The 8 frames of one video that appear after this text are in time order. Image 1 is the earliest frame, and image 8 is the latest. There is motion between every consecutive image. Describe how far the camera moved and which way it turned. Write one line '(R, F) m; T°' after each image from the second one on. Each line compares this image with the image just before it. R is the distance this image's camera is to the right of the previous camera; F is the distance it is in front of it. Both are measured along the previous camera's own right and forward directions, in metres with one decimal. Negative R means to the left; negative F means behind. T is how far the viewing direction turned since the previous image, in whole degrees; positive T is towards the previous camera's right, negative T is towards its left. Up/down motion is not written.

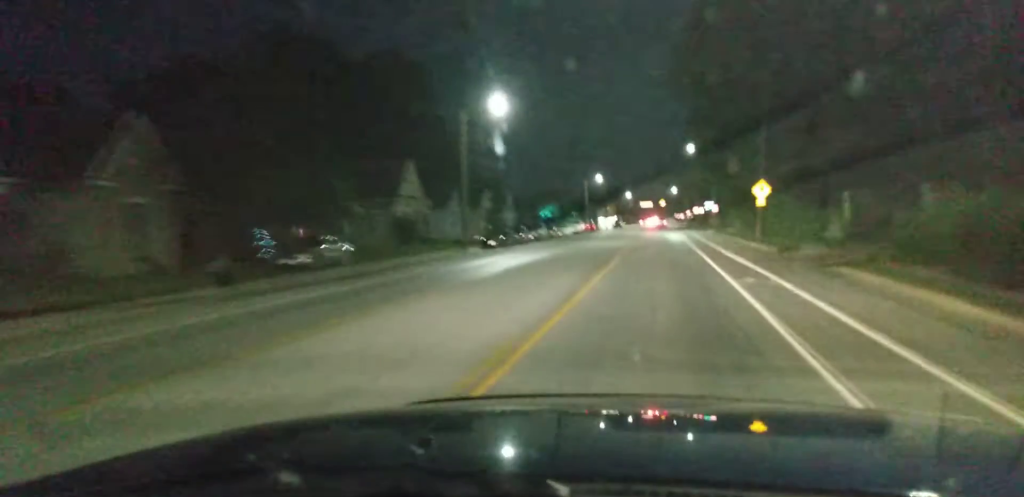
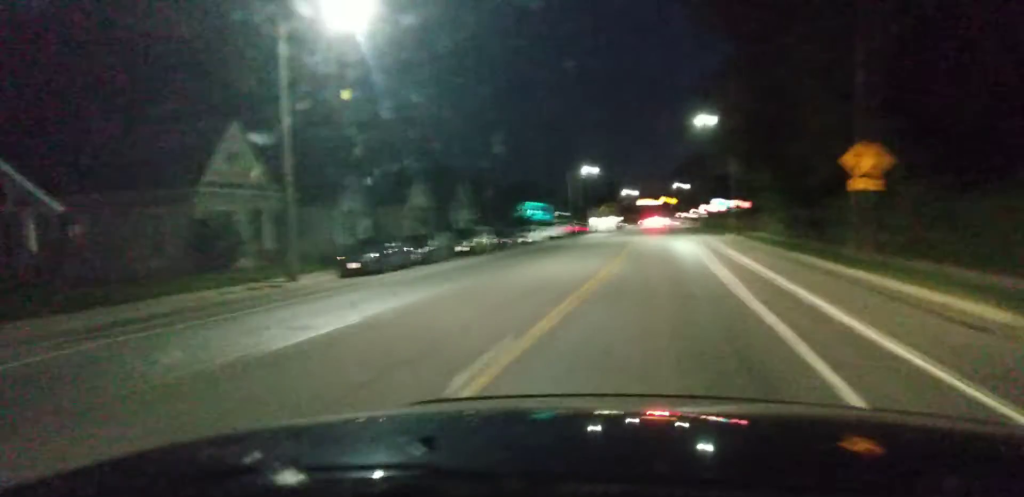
(-0.3, +23.9) m; -1°
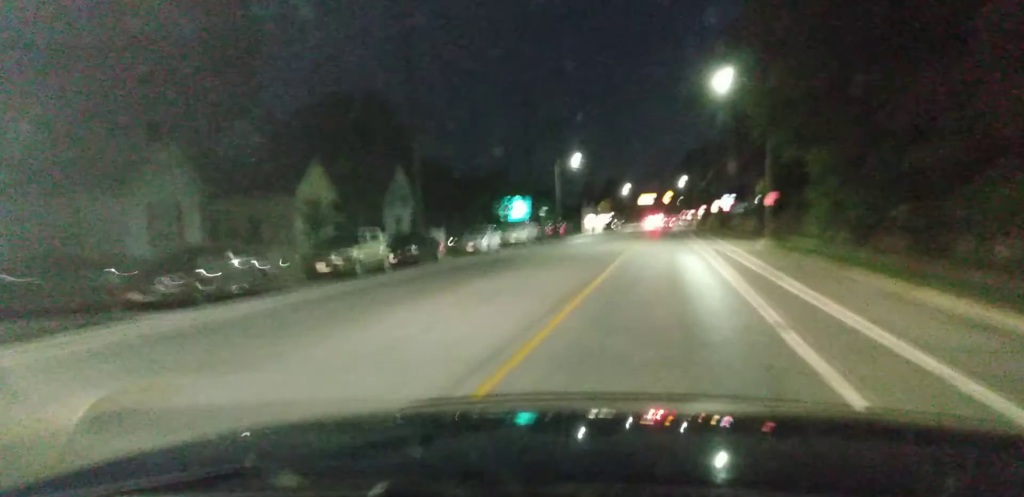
(0.0, +17.9) m; 0°
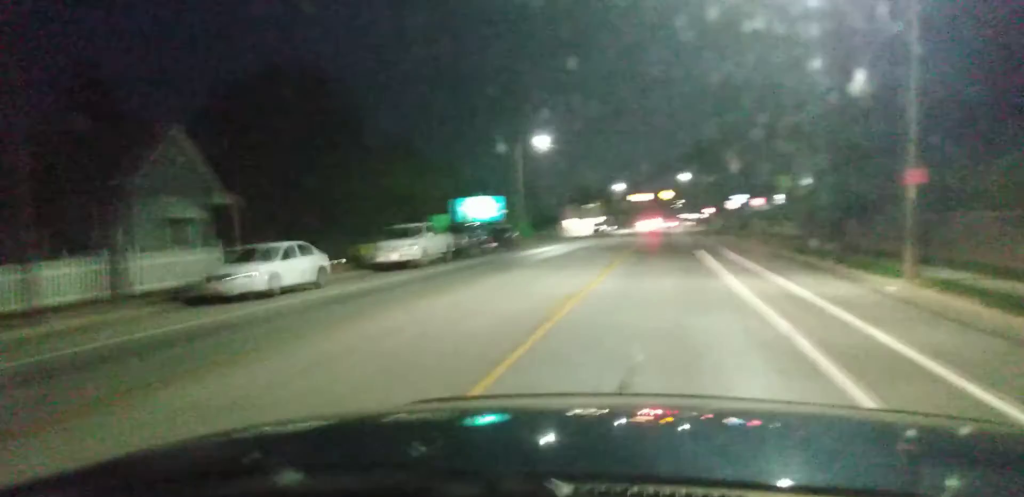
(+0.1, +23.9) m; +1°
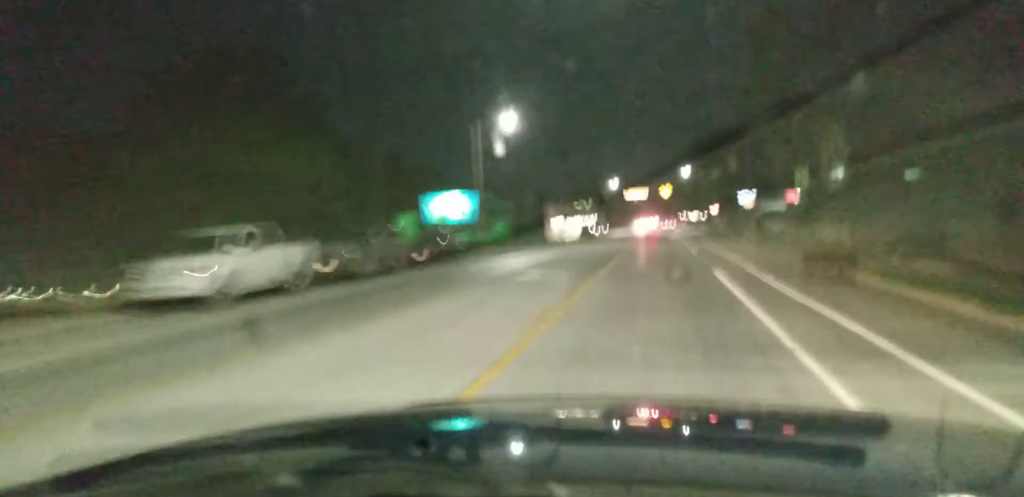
(+0.3, +14.5) m; +1°
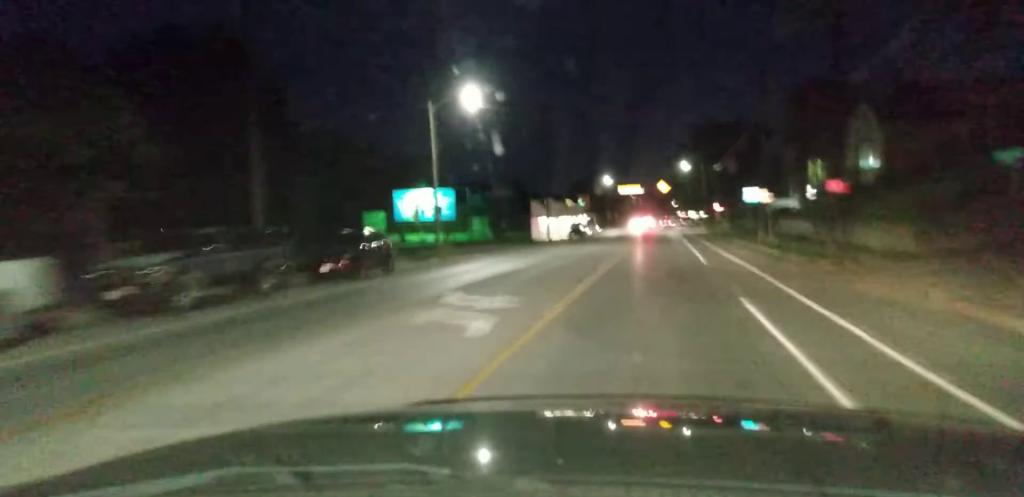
(0.0, +9.3) m; 0°
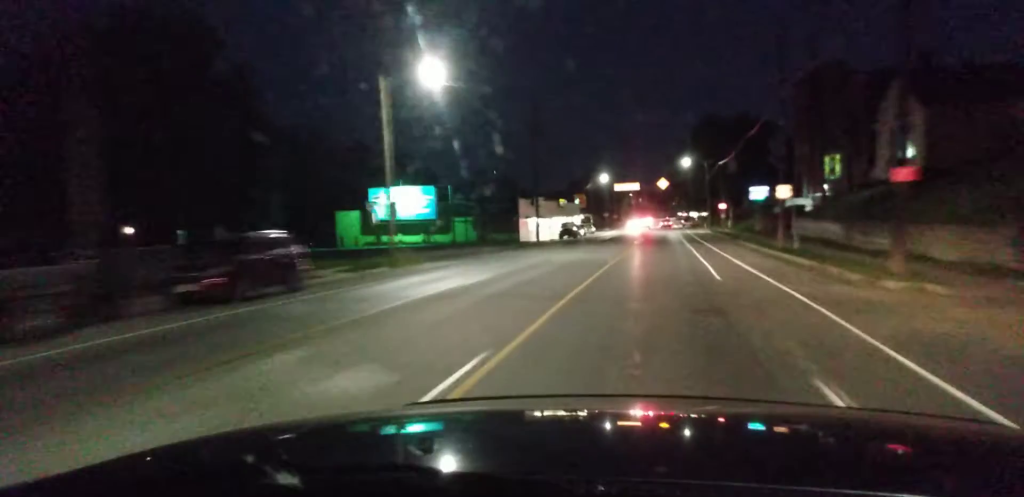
(0.0, +7.6) m; 0°
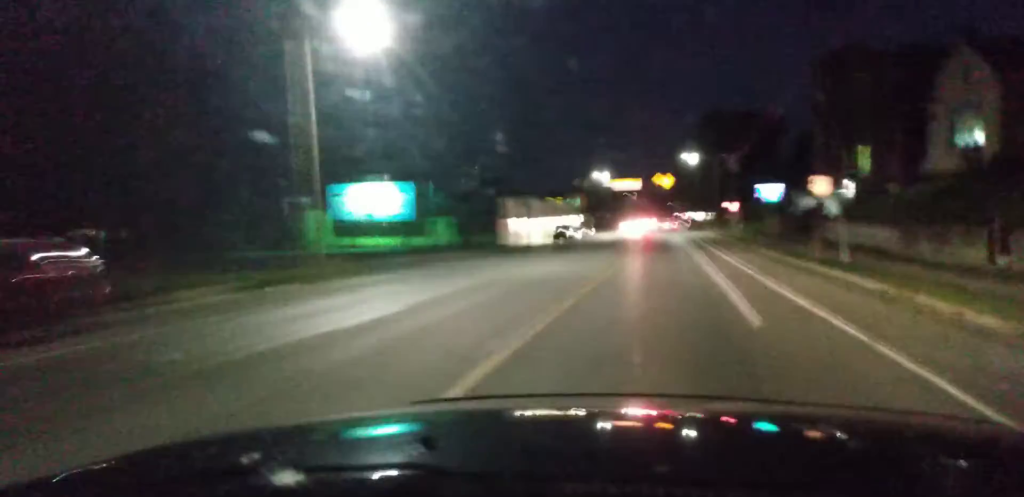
(0.0, +7.6) m; 0°
